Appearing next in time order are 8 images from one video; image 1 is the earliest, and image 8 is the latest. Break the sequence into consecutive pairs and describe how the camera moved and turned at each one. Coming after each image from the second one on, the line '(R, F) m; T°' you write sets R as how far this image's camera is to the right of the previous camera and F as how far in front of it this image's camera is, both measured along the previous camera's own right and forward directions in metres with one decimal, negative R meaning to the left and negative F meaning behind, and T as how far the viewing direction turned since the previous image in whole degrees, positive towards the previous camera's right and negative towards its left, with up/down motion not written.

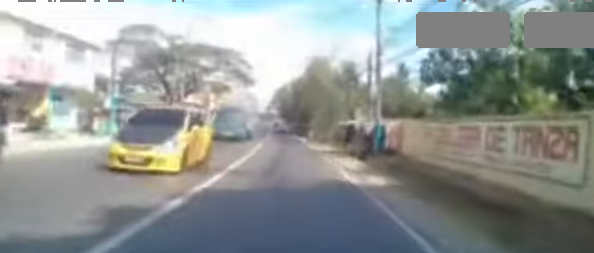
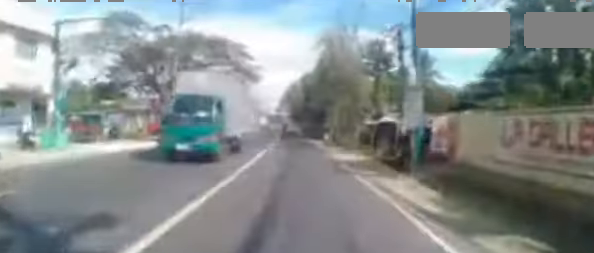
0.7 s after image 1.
(+0.3, +5.3) m; +1°
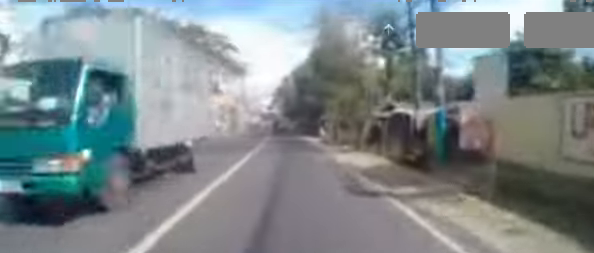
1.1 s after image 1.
(+0.2, +3.3) m; +1°
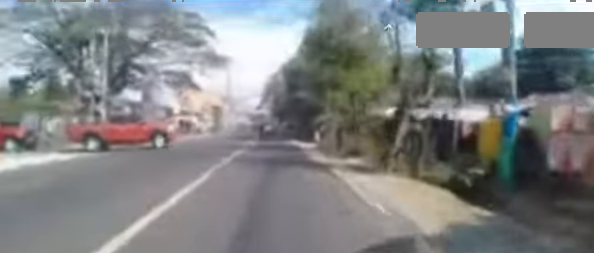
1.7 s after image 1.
(-0.3, +5.4) m; 0°
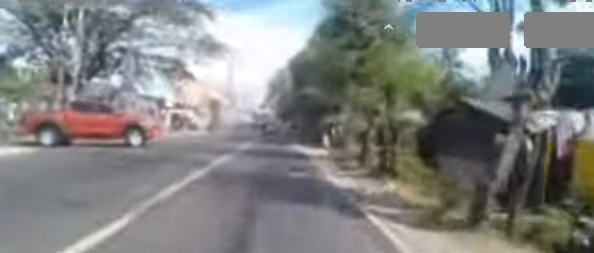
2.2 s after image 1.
(-0.1, +3.7) m; 0°
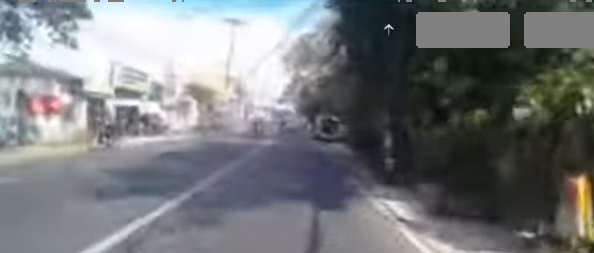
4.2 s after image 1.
(-0.1, +16.2) m; -3°
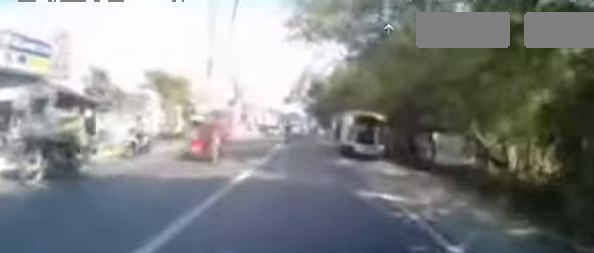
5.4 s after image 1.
(0.0, +10.5) m; 0°
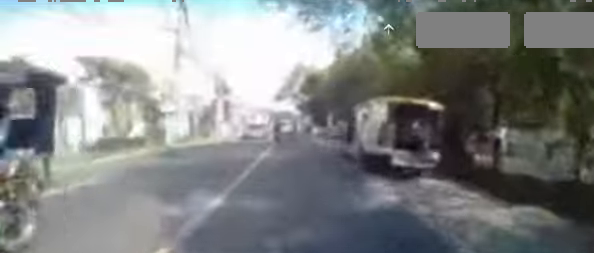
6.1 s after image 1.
(0.0, +5.6) m; 0°
